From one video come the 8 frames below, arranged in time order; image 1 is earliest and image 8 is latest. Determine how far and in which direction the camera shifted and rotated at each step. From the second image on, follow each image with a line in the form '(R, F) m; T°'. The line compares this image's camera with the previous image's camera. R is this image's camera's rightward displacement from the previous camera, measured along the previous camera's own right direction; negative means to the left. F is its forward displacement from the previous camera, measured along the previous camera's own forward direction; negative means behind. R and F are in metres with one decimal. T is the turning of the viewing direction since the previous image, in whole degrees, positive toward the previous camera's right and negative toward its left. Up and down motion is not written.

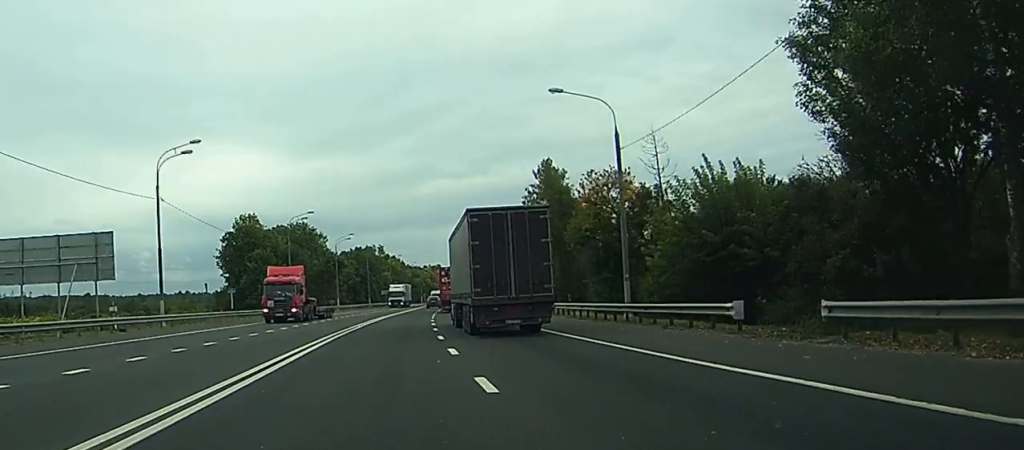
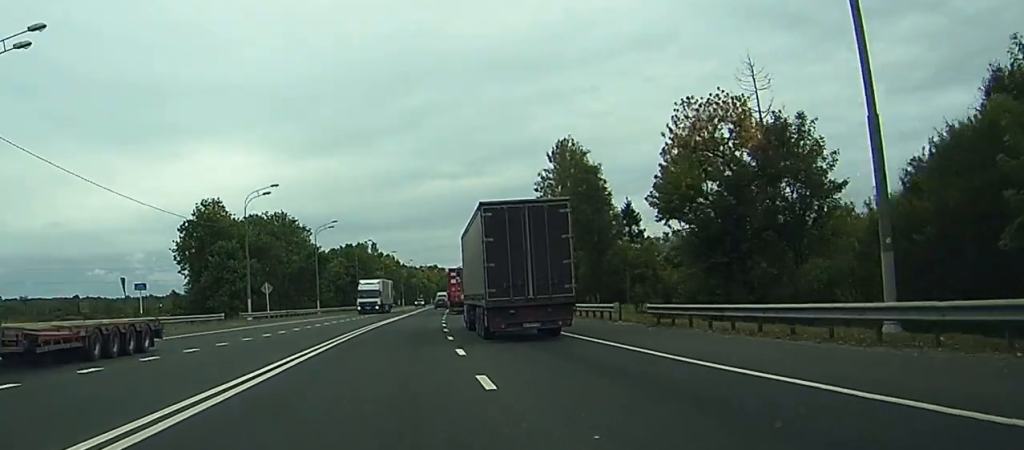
(+0.1, +23.4) m; 0°
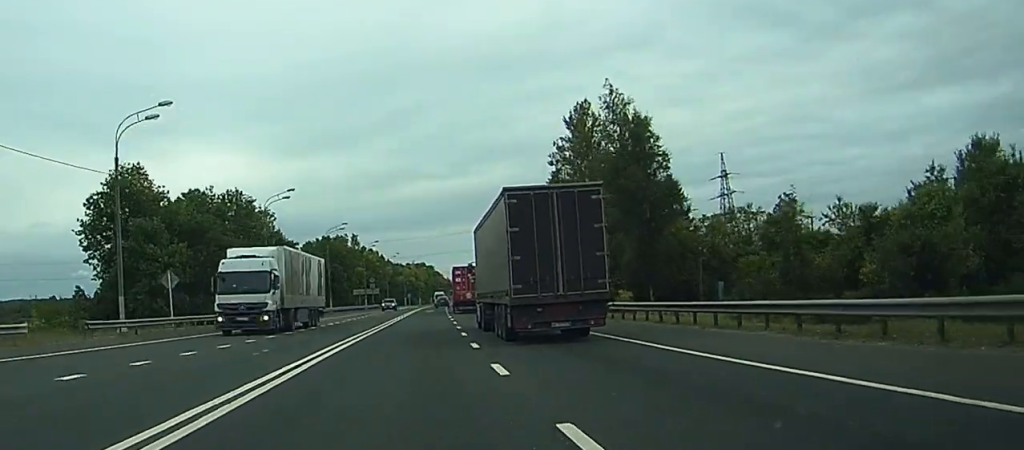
(0.0, +29.8) m; 0°
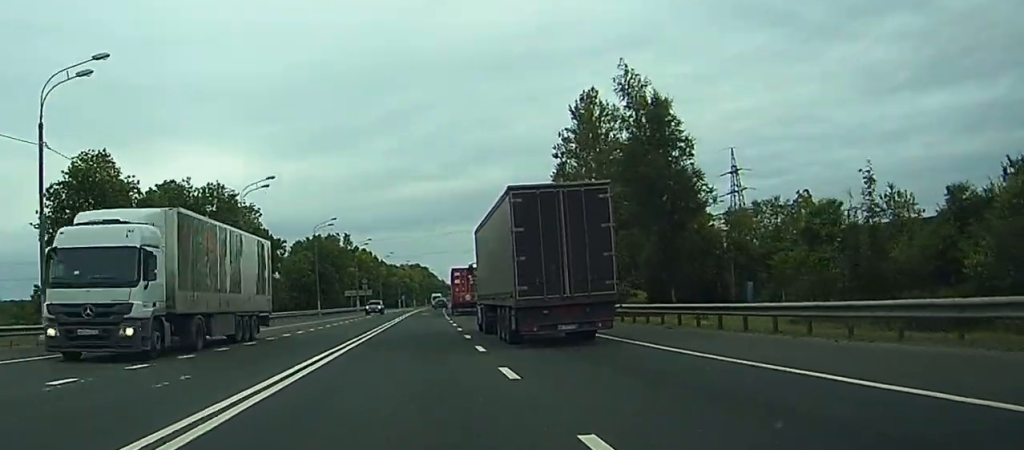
(0.0, +8.5) m; 0°
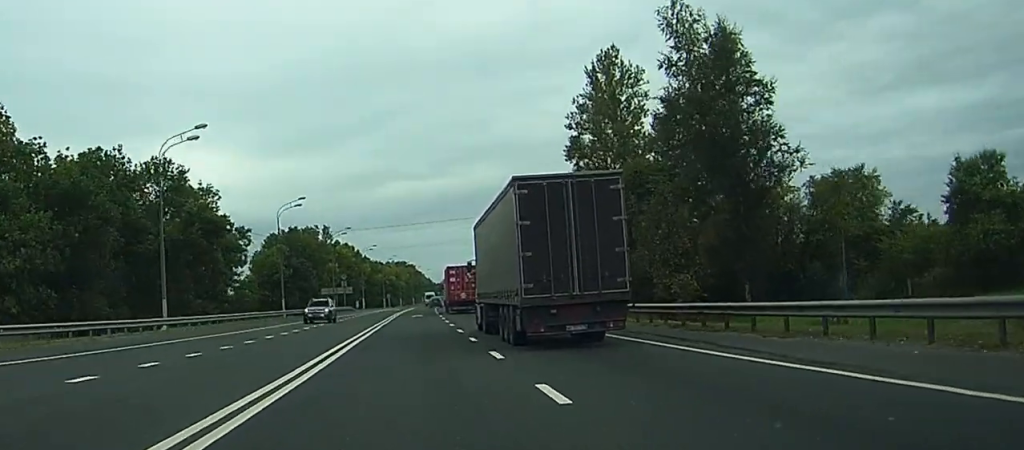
(+0.1, +19.3) m; 0°
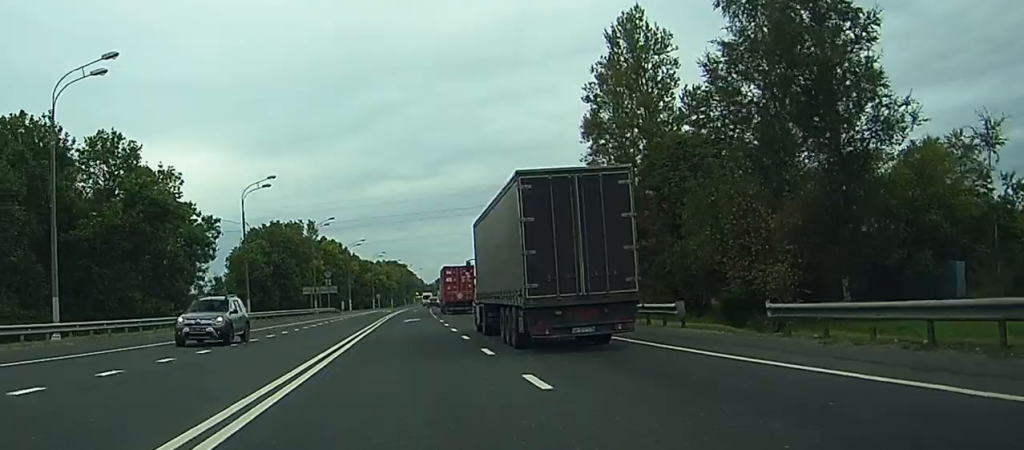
(0.0, +14.2) m; 0°
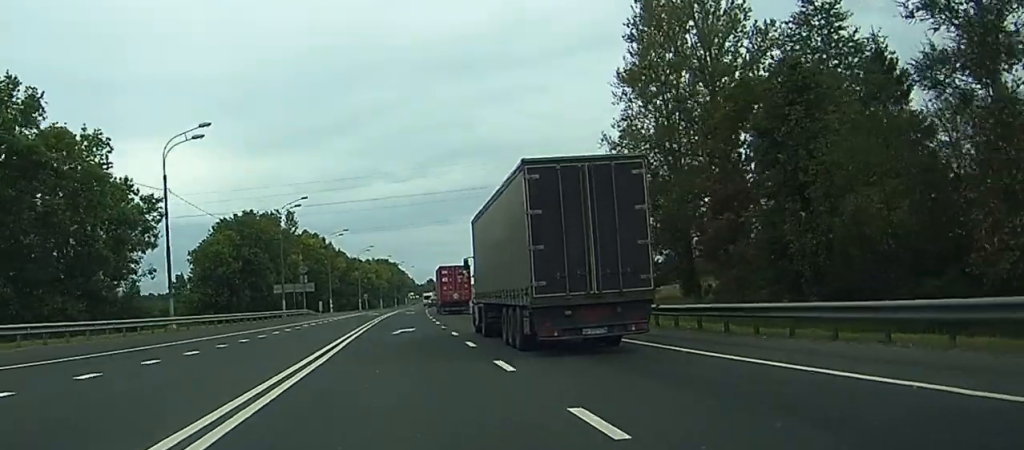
(0.0, +20.4) m; +1°
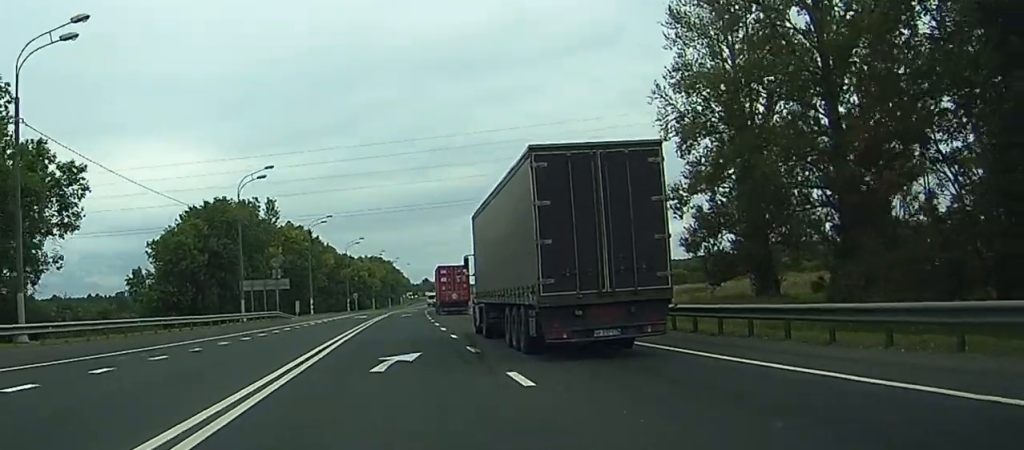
(+0.2, +18.5) m; +1°
